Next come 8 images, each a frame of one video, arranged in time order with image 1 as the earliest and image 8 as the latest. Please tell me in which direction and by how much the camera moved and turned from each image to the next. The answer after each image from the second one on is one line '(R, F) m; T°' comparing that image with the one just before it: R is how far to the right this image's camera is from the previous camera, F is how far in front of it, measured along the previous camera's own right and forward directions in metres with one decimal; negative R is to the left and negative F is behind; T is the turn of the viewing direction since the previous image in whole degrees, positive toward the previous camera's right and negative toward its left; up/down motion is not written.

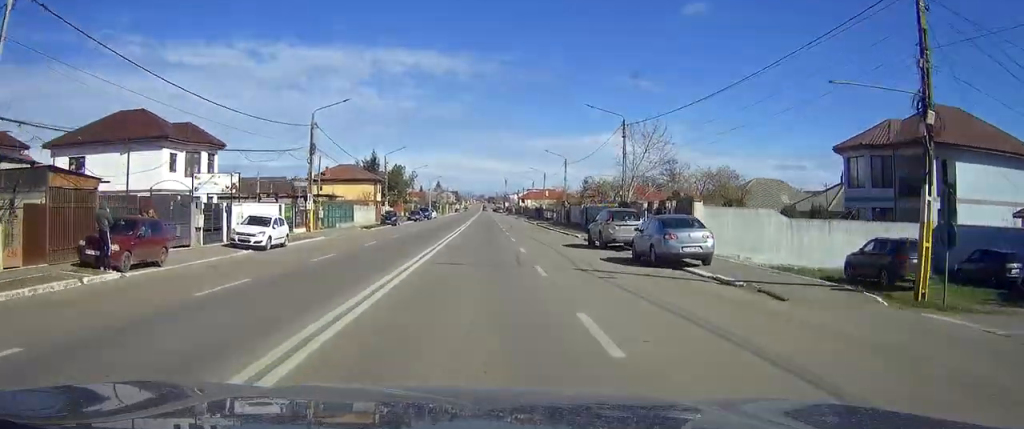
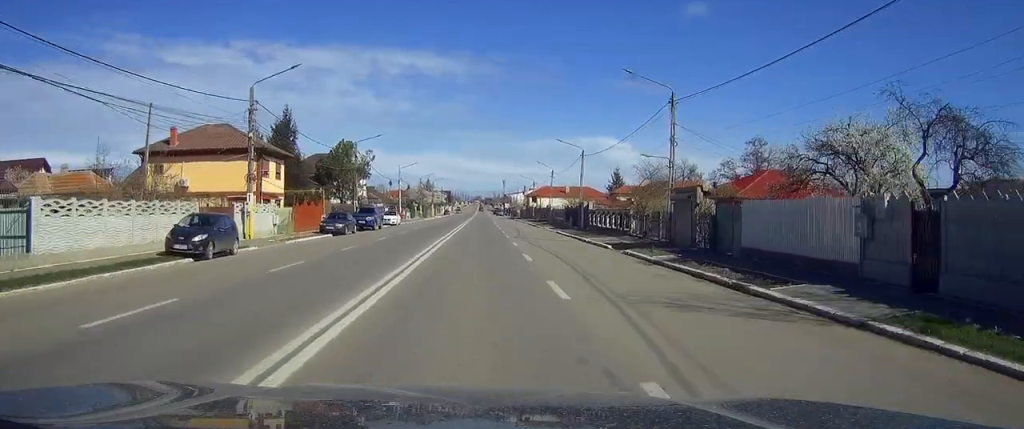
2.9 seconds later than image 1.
(+0.1, +48.5) m; 0°
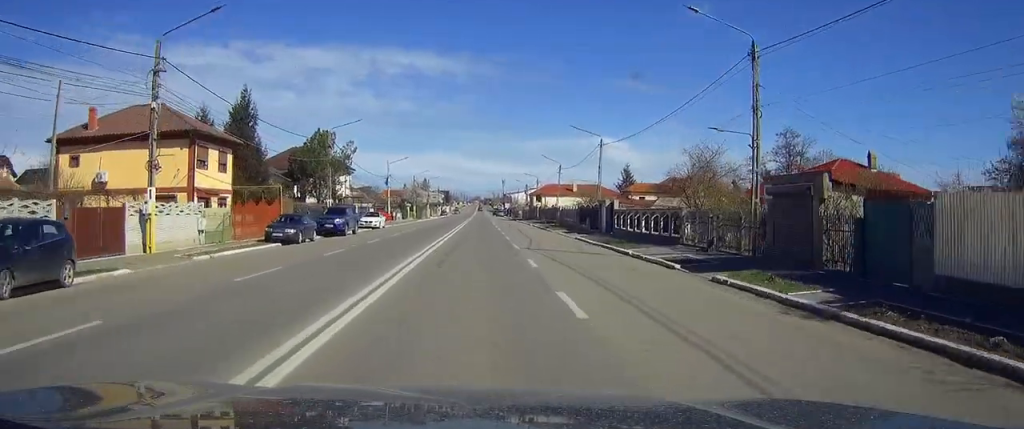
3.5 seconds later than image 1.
(0.0, +11.3) m; 0°
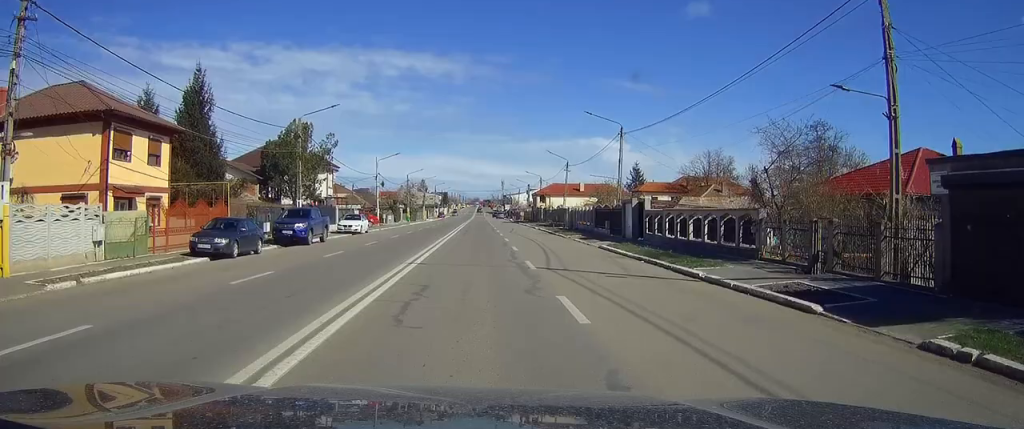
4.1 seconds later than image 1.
(+0.1, +9.1) m; 0°
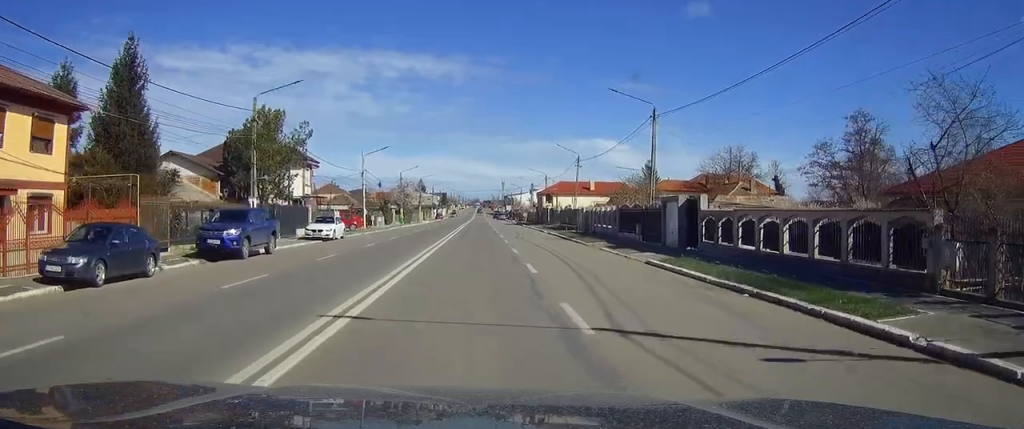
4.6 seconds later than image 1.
(-0.1, +9.7) m; 0°
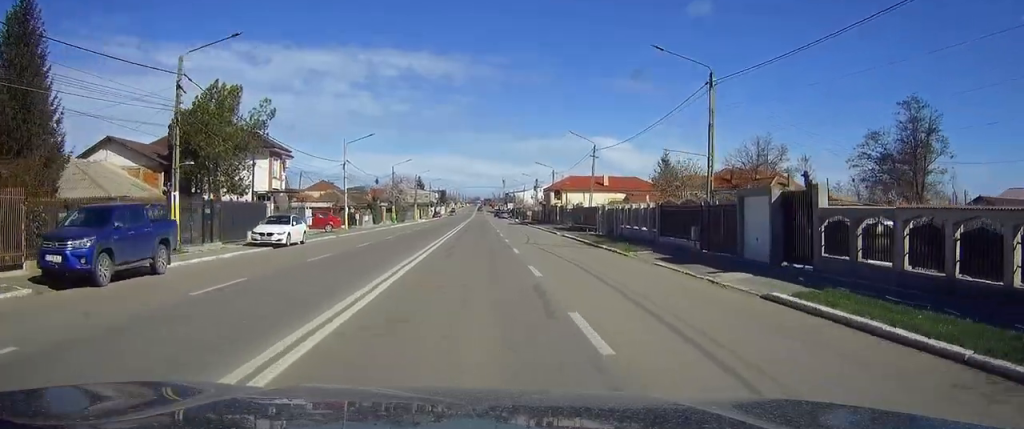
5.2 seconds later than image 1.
(-0.1, +10.2) m; 0°
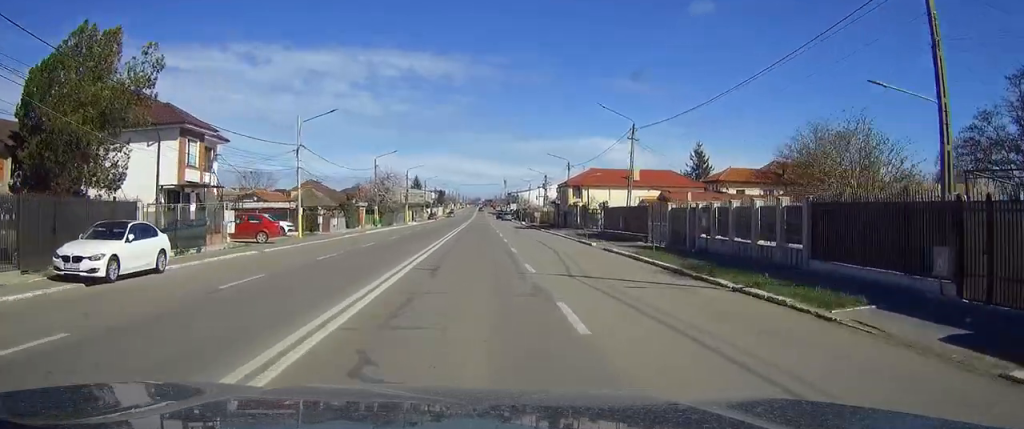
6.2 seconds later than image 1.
(+0.1, +16.5) m; 0°
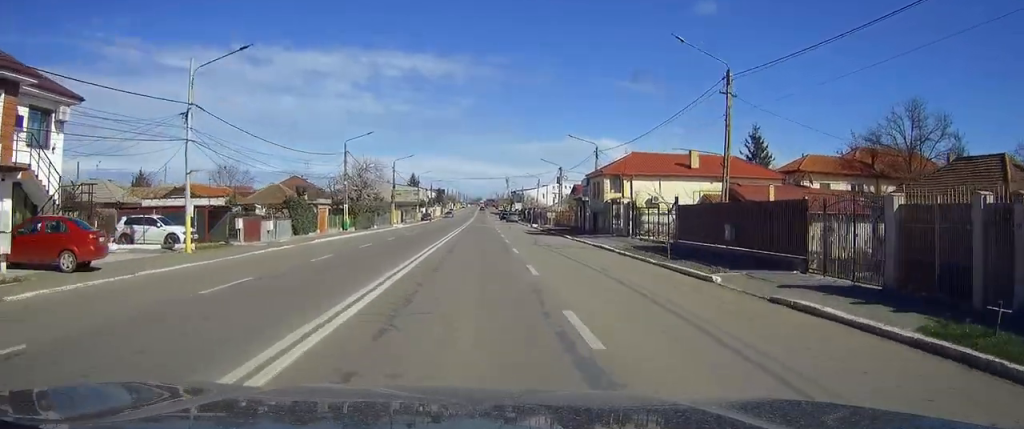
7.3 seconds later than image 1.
(-0.1, +18.8) m; 0°
